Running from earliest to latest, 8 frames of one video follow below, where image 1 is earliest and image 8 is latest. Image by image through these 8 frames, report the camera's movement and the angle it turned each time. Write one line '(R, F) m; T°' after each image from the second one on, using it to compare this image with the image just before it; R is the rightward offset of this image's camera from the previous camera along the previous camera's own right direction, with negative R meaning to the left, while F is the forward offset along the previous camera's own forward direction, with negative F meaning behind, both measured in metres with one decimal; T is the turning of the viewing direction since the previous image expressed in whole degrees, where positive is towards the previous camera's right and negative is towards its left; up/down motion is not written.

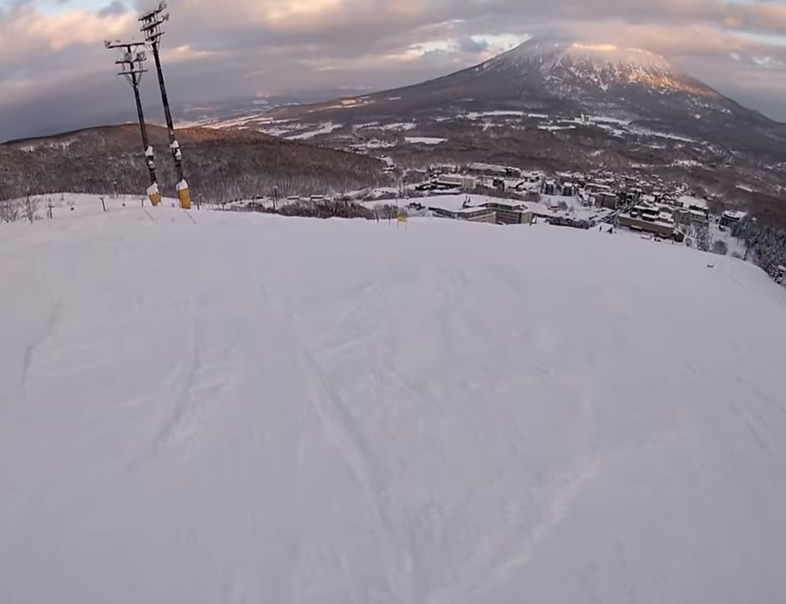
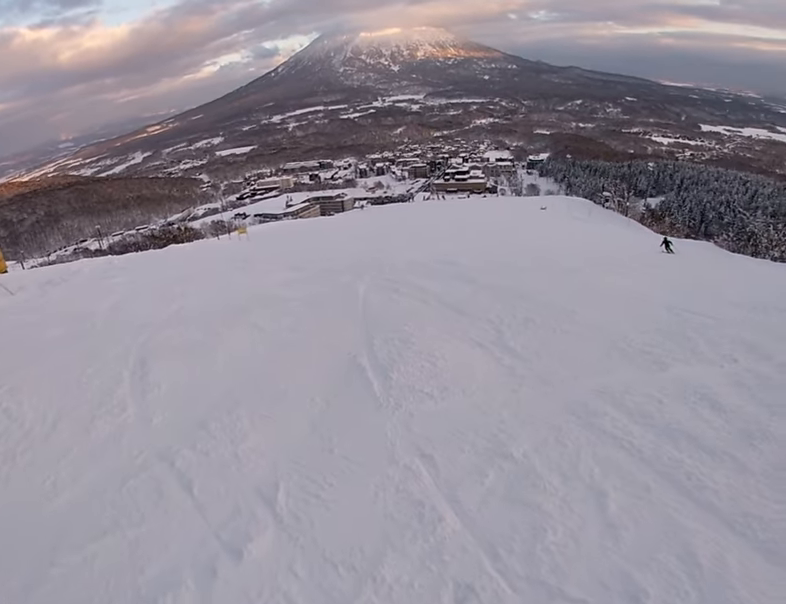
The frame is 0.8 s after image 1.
(0.0, +4.9) m; +17°
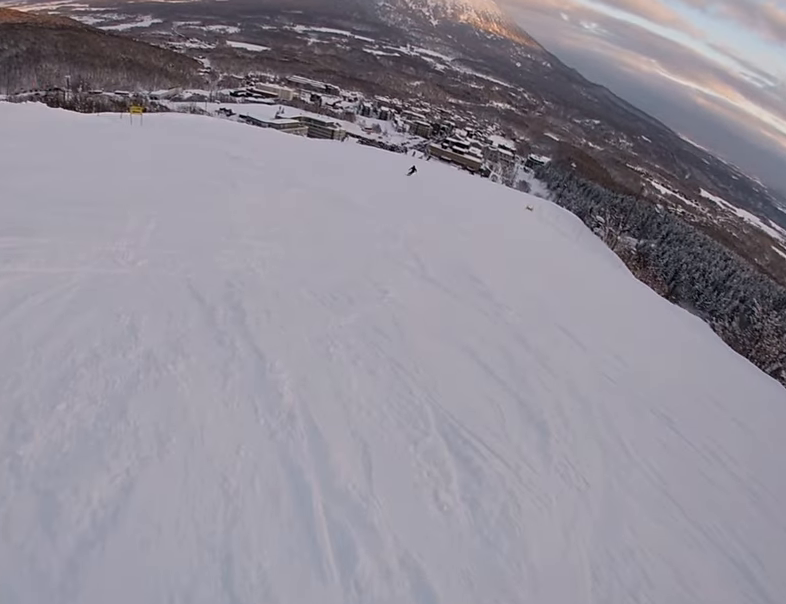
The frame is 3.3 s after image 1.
(+4.8, +14.4) m; 0°
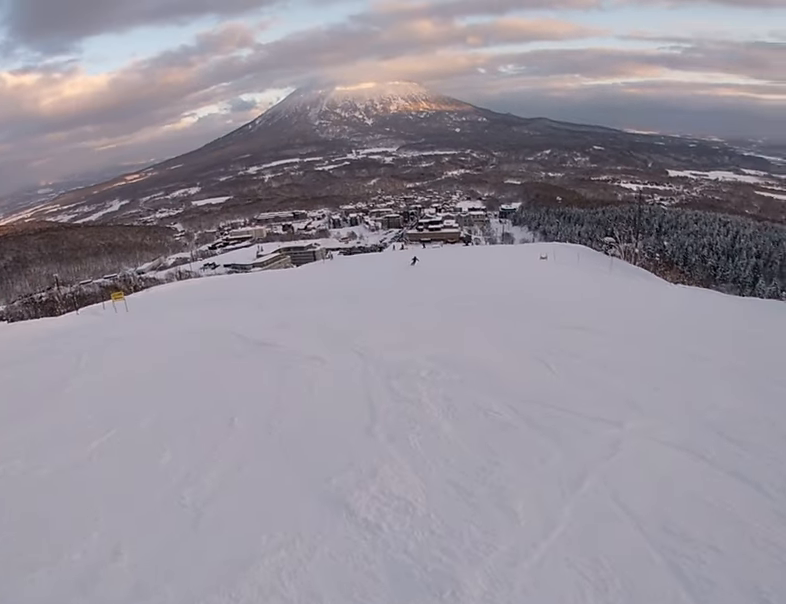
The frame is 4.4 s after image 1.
(-1.2, +6.9) m; +1°
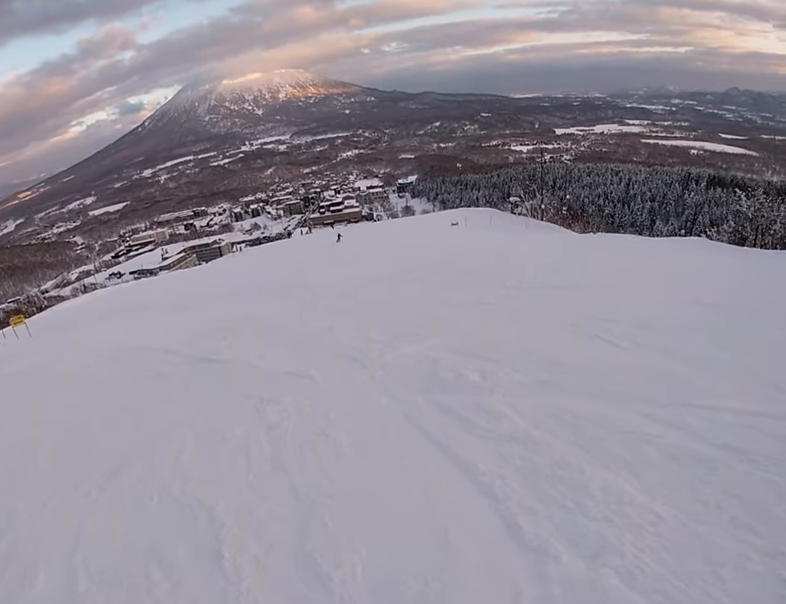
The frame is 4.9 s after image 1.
(+0.5, +2.7) m; +5°
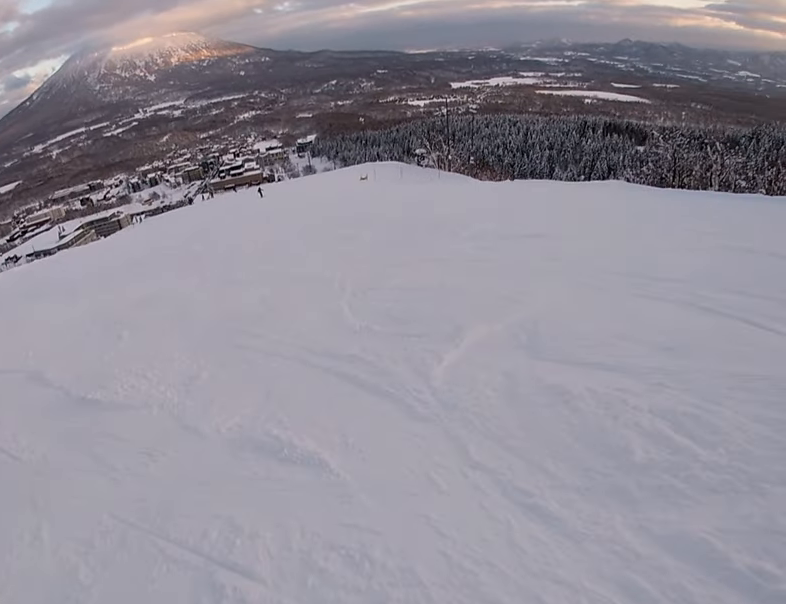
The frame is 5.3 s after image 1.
(+0.2, +3.1) m; +3°
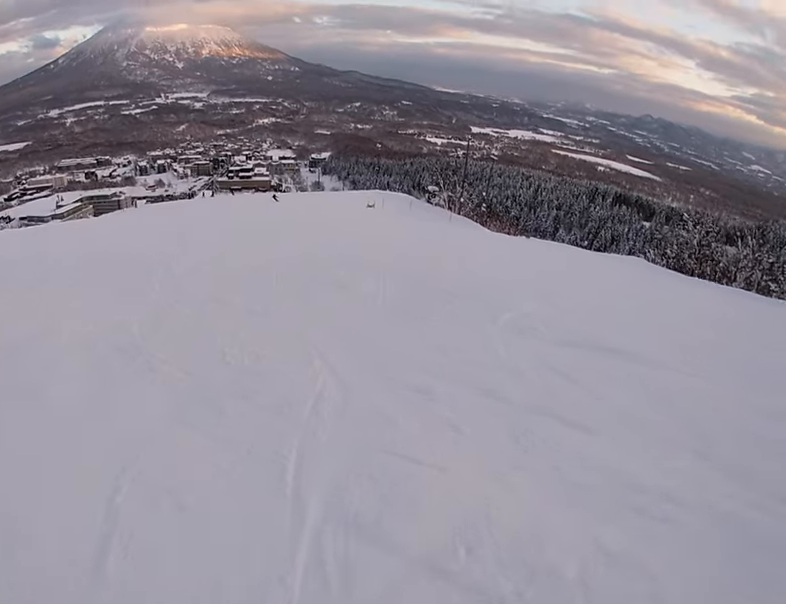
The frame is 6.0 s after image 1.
(-0.2, +4.7) m; -2°
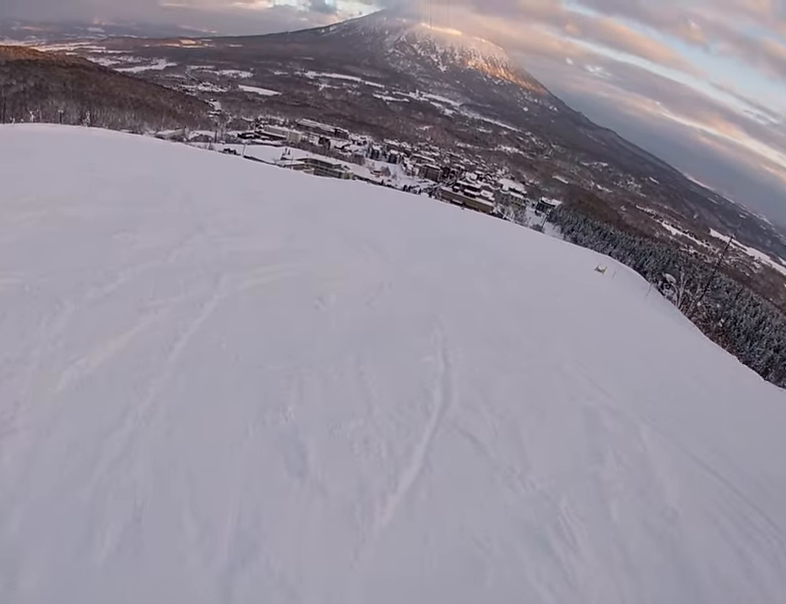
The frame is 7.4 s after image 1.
(-0.7, +9.7) m; -12°
